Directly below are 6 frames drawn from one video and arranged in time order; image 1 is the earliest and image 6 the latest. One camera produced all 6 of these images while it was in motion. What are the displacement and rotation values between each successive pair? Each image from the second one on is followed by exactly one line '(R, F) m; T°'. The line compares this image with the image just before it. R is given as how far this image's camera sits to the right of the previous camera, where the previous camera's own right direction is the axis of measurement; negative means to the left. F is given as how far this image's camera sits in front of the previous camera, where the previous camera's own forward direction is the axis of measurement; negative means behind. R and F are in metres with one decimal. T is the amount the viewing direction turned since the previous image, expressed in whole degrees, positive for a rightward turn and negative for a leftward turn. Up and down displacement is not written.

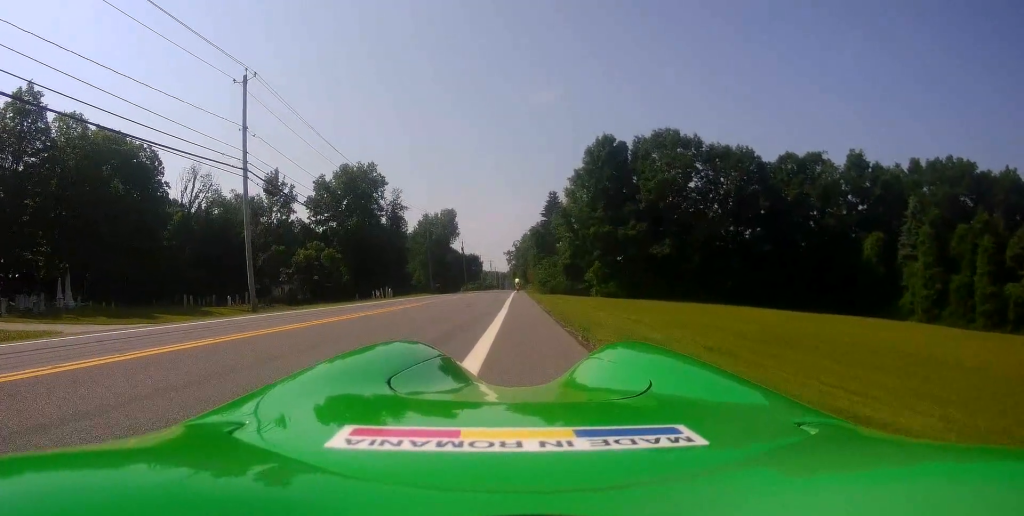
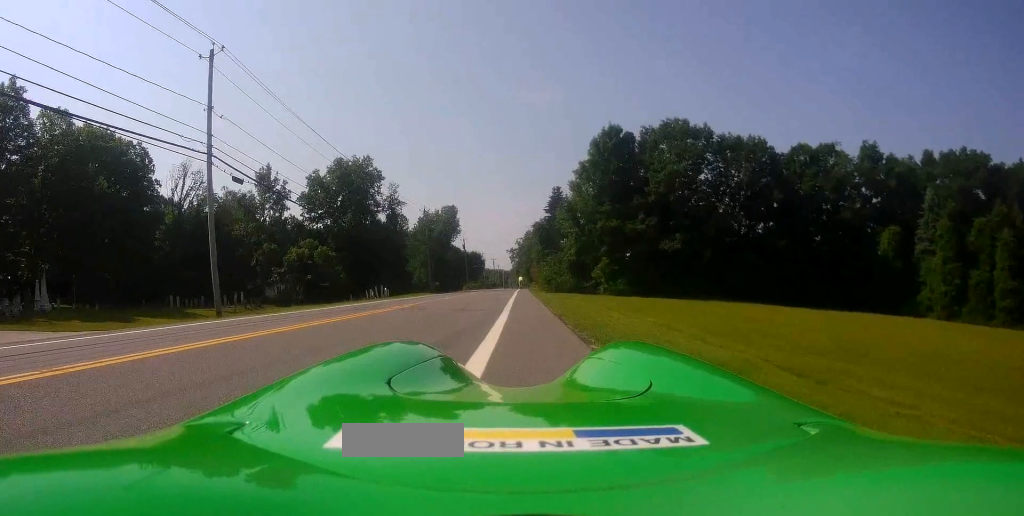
(+0.2, +3.4) m; 0°
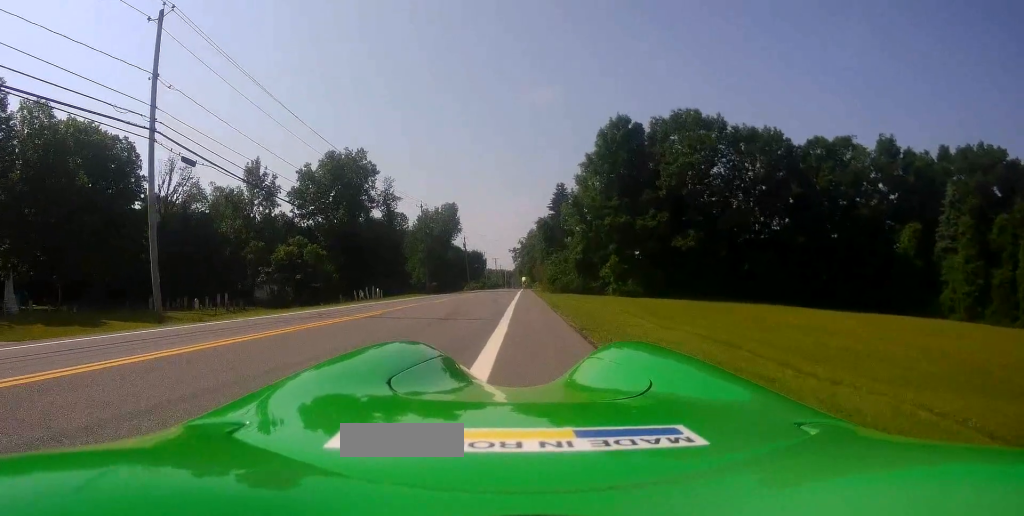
(0.0, +3.9) m; -2°
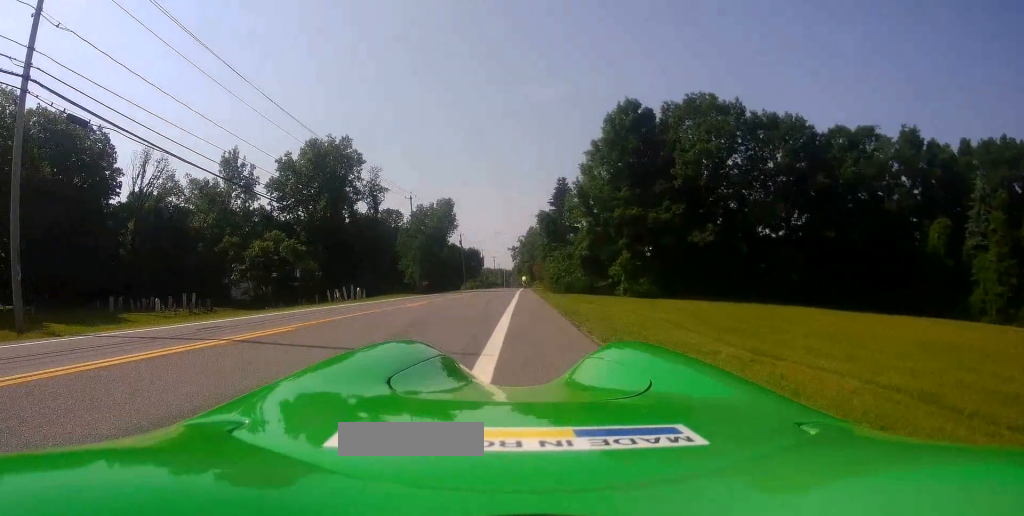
(-0.3, +5.7) m; -3°
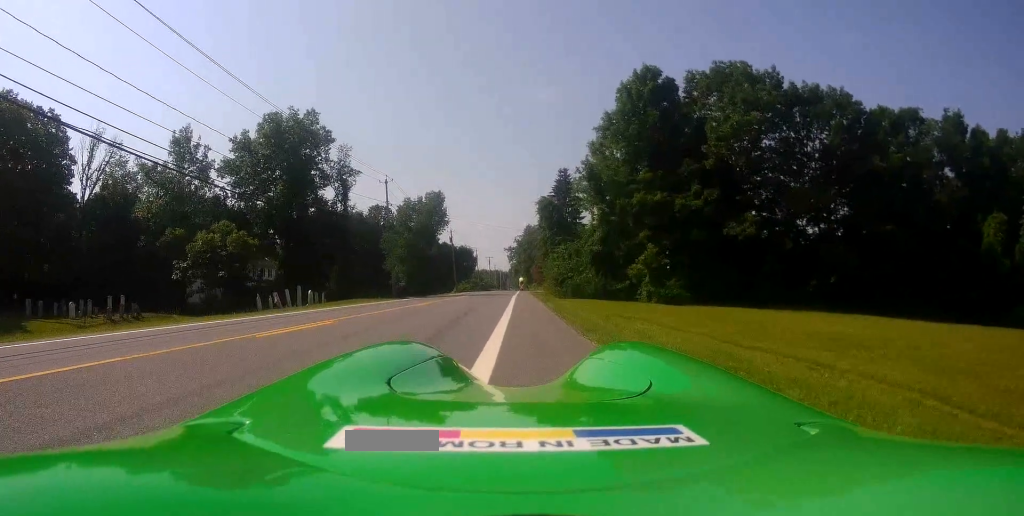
(+0.1, +9.6) m; +4°
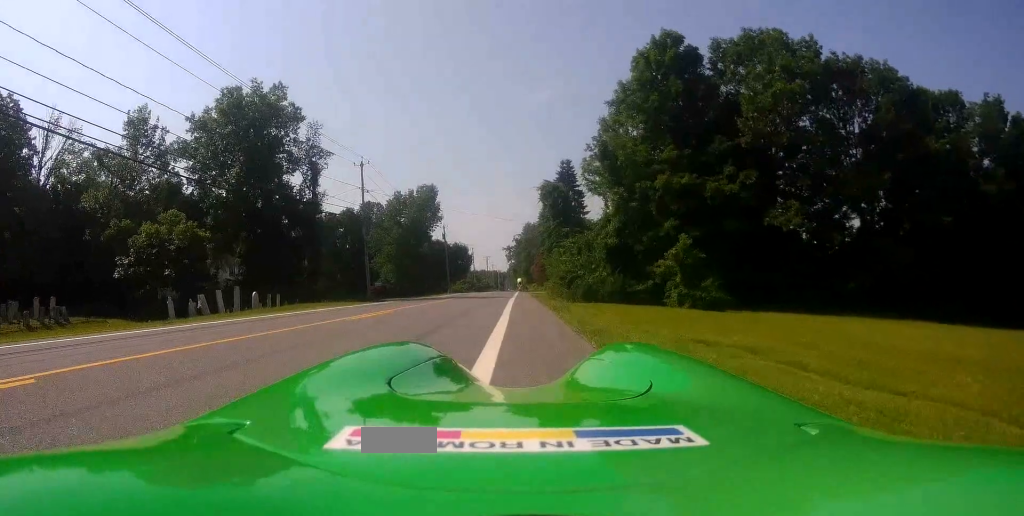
(+0.5, +7.9) m; +2°
